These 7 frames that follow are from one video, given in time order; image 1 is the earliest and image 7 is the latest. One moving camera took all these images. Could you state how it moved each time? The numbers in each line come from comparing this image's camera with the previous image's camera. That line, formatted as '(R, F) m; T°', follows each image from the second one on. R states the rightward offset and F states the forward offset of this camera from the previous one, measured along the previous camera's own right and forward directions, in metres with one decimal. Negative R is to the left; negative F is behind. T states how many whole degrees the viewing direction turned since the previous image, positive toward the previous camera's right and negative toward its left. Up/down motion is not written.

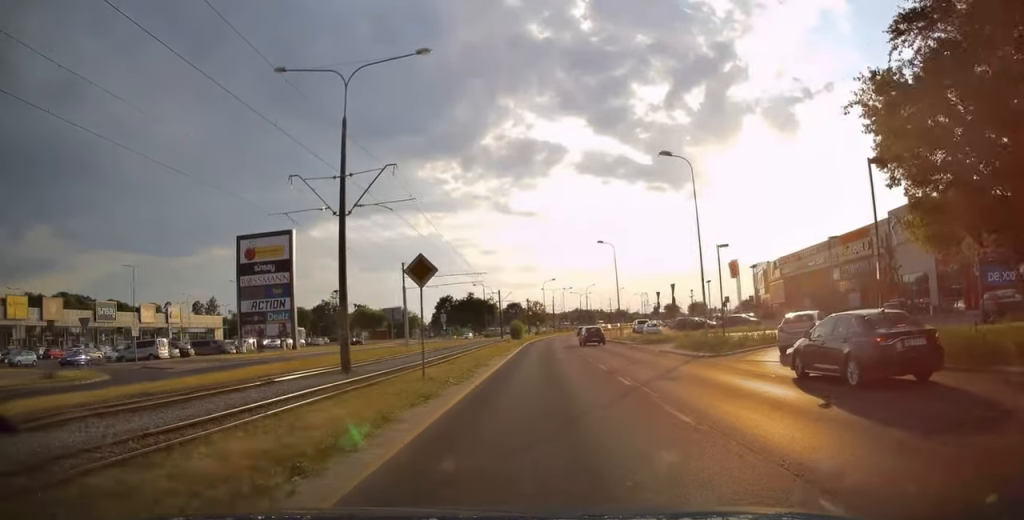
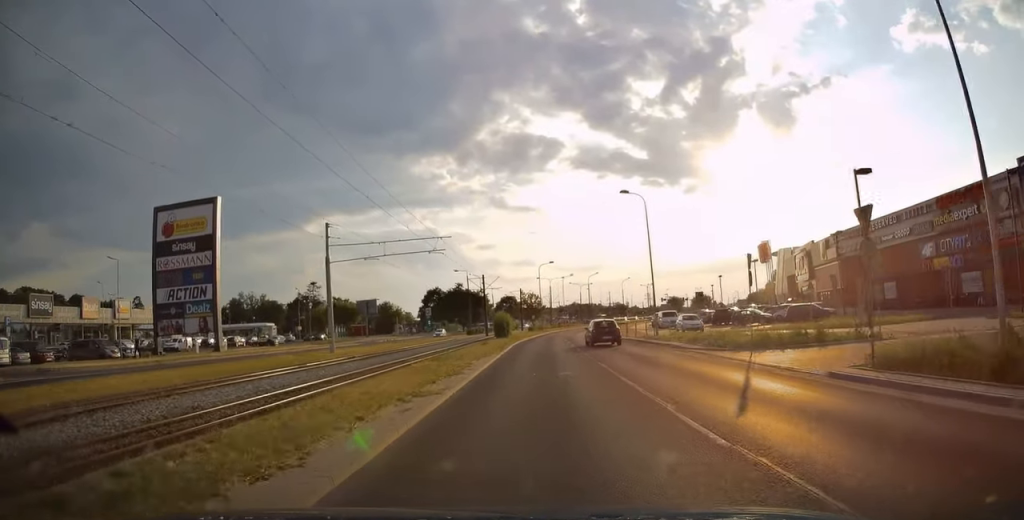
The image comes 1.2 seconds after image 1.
(+0.1, +18.3) m; +1°
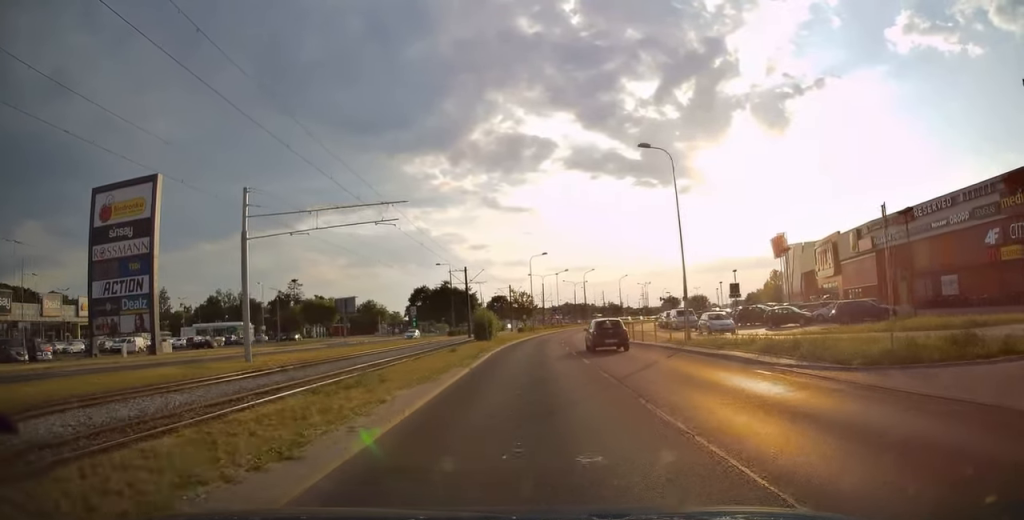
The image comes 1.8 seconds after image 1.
(+0.1, +10.9) m; +1°
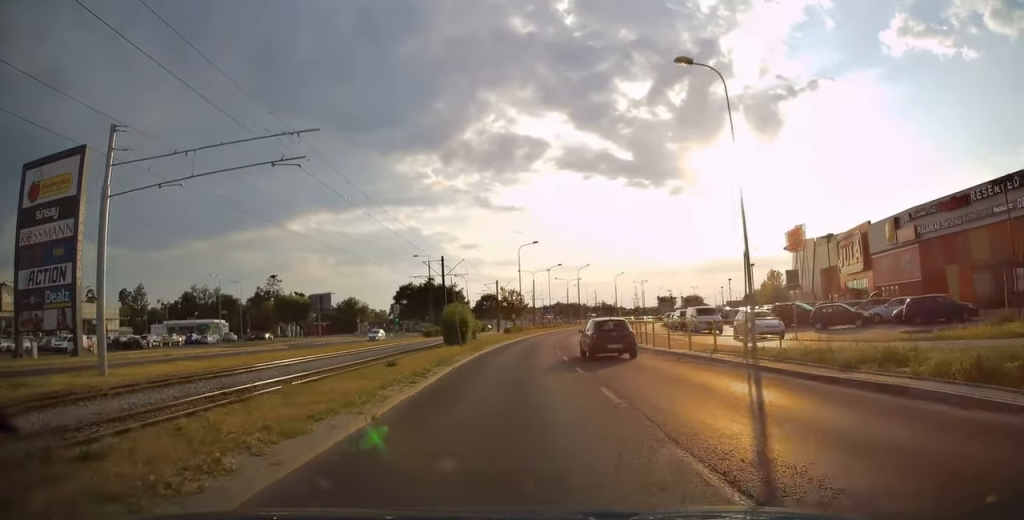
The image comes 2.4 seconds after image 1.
(0.0, +11.0) m; +1°
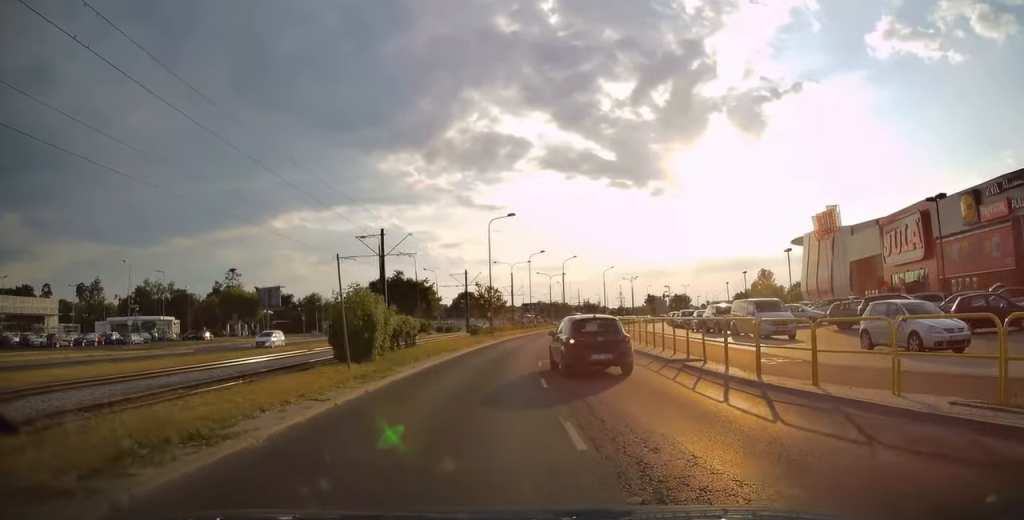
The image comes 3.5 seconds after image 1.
(+0.2, +17.3) m; +2°
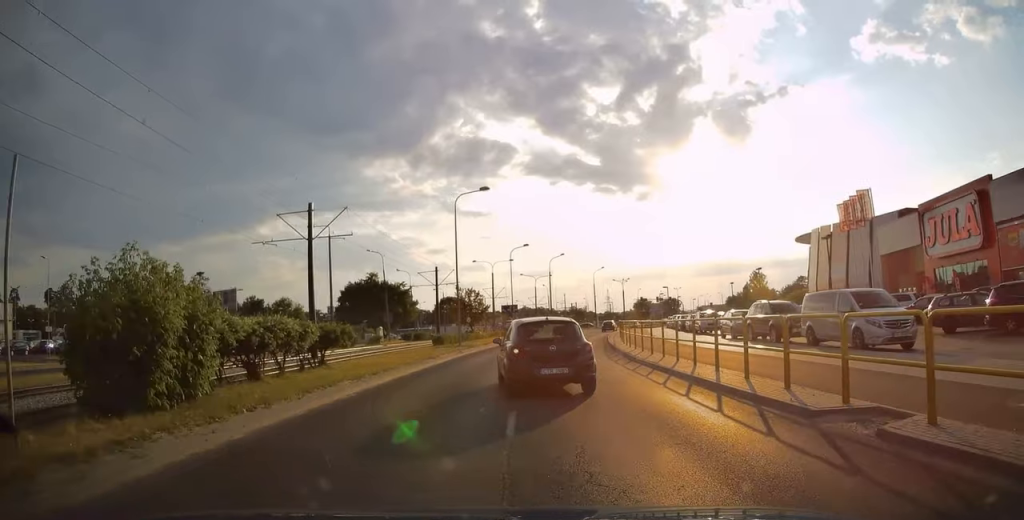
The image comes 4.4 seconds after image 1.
(0.0, +11.7) m; +2°
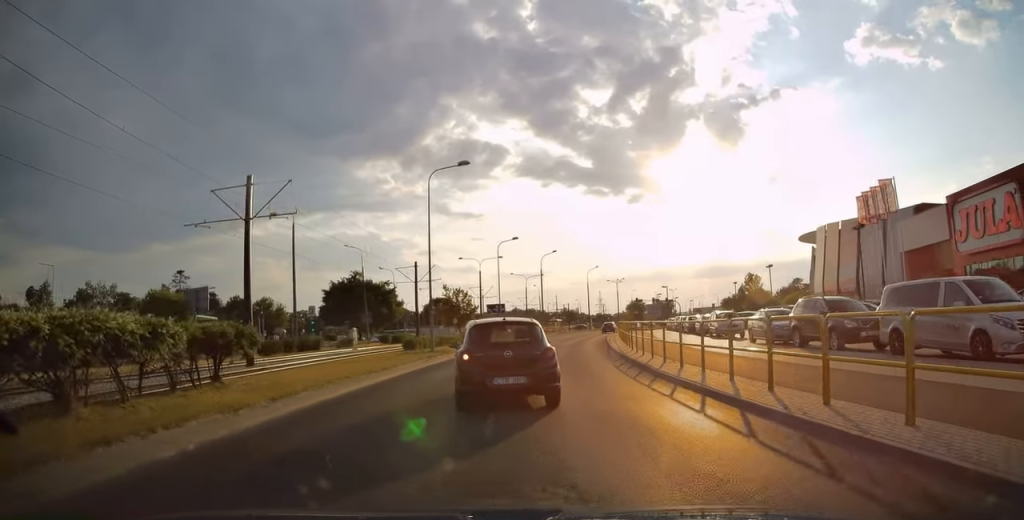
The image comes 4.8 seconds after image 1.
(+0.2, +5.8) m; +2°
